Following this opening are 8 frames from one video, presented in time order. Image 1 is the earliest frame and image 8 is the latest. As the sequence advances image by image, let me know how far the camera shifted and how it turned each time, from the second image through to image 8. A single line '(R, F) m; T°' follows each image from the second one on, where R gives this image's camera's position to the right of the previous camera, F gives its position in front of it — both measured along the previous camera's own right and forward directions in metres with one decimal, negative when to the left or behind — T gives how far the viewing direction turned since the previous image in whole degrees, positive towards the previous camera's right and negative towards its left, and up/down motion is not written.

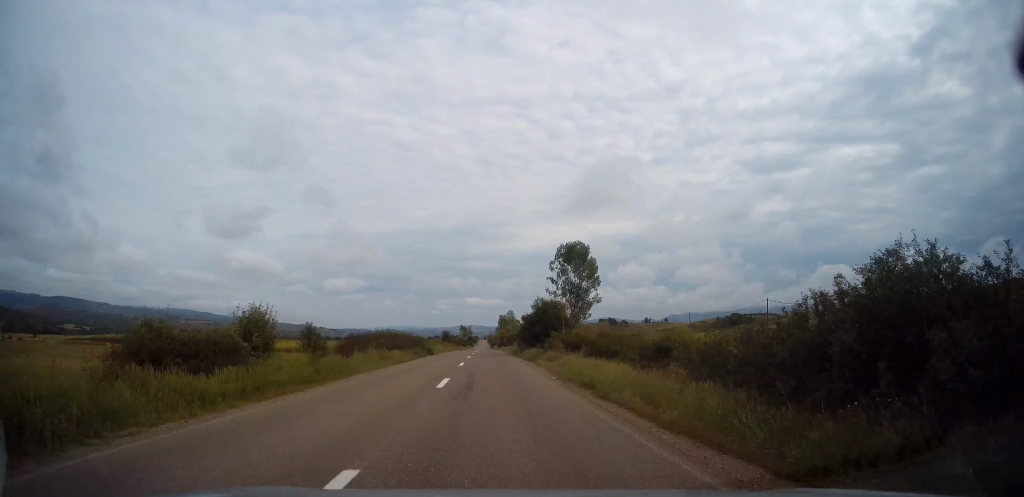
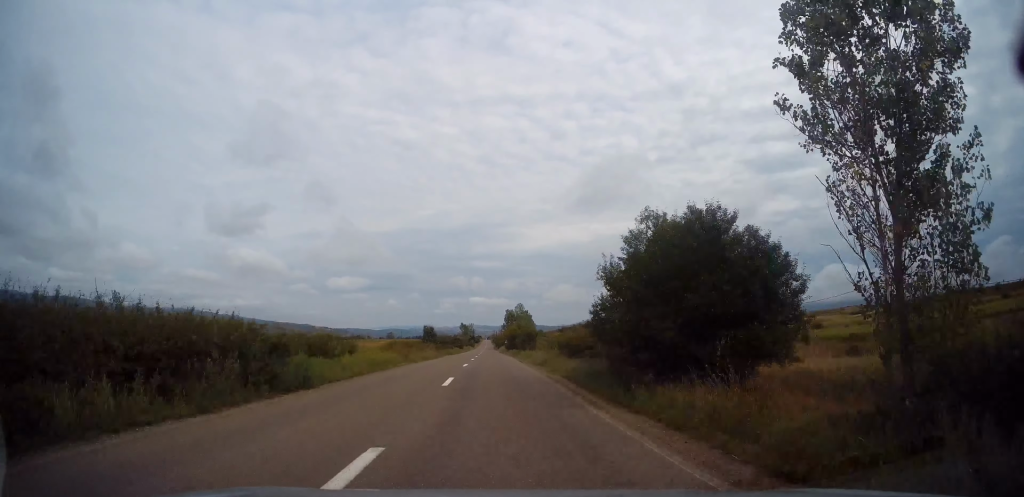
(0.0, +34.0) m; +1°
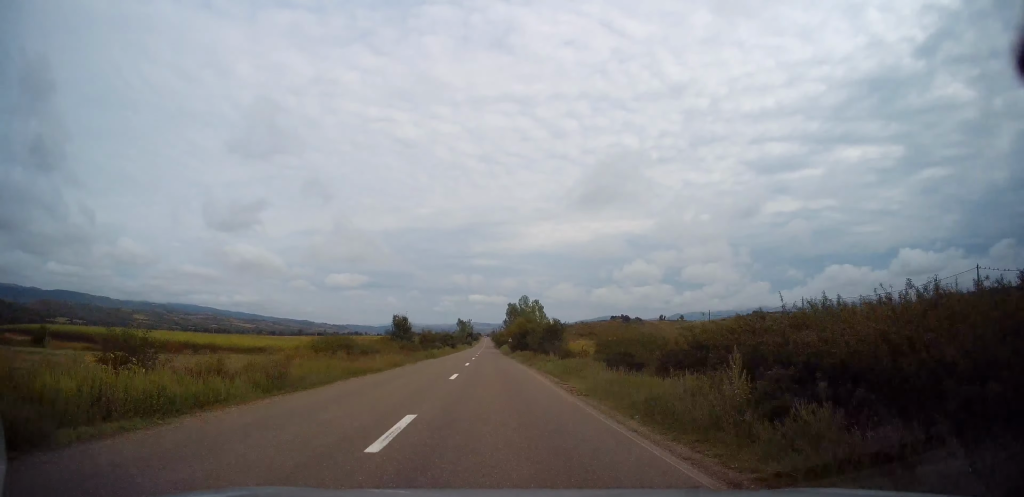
(+0.1, +20.6) m; +1°
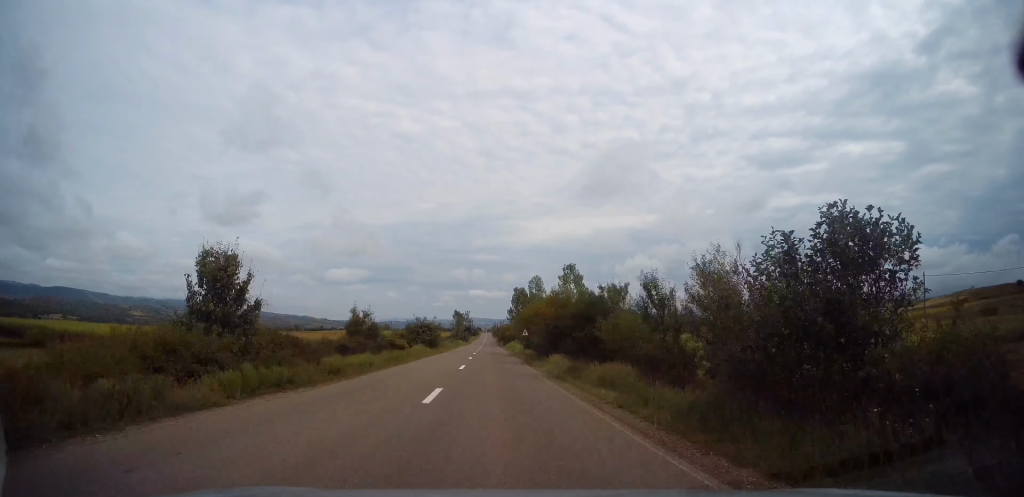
(0.0, +30.9) m; -1°
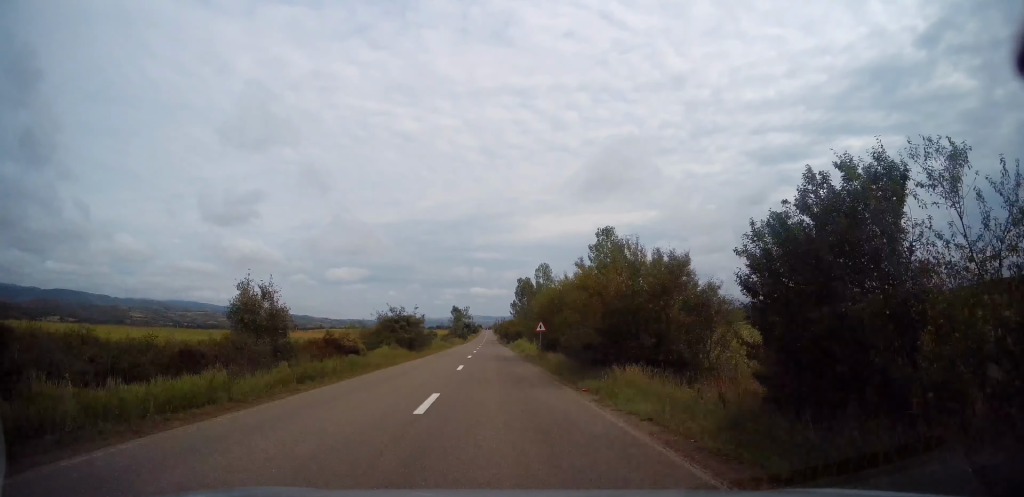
(-0.4, +13.5) m; 0°
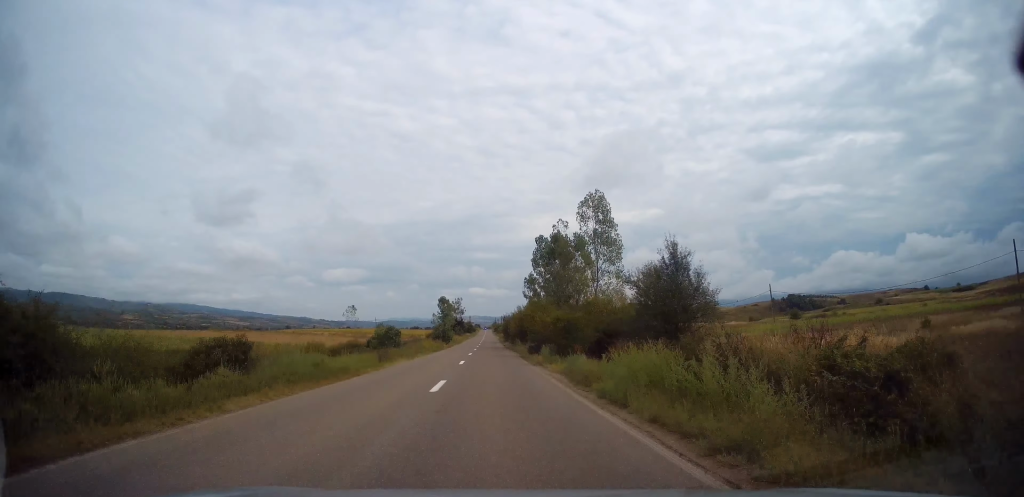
(+0.4, +43.4) m; 0°
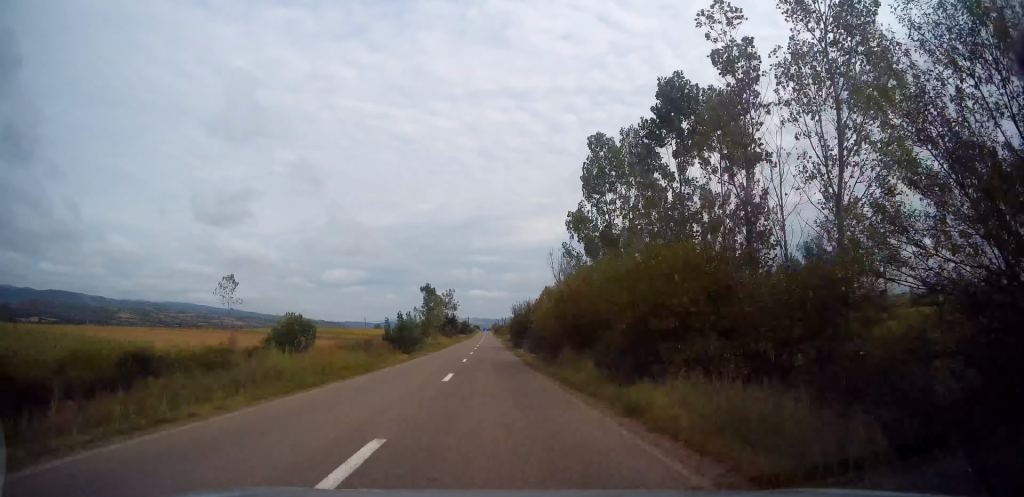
(-0.3, +31.9) m; 0°
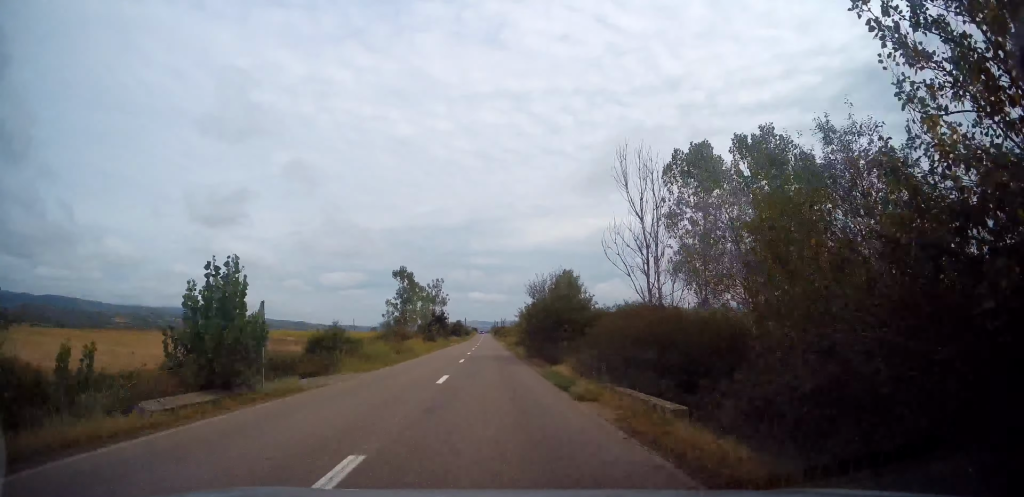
(+0.4, +24.2) m; 0°
